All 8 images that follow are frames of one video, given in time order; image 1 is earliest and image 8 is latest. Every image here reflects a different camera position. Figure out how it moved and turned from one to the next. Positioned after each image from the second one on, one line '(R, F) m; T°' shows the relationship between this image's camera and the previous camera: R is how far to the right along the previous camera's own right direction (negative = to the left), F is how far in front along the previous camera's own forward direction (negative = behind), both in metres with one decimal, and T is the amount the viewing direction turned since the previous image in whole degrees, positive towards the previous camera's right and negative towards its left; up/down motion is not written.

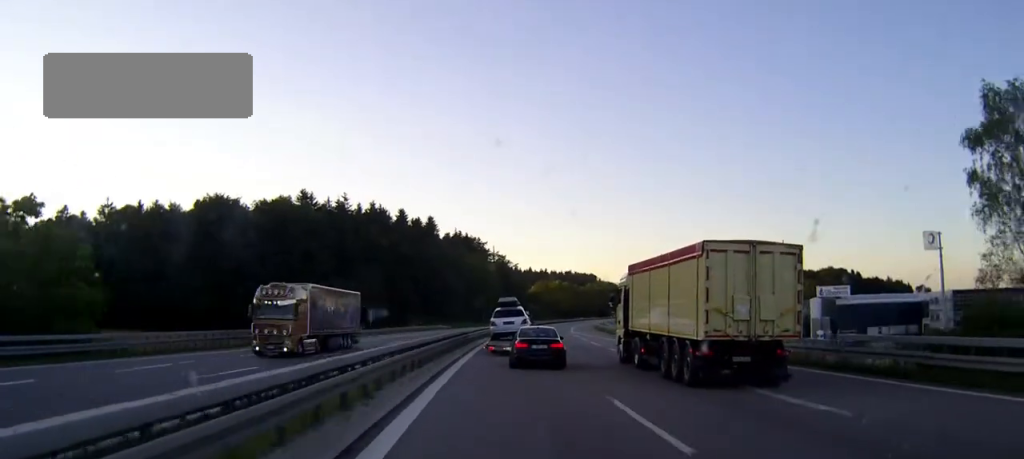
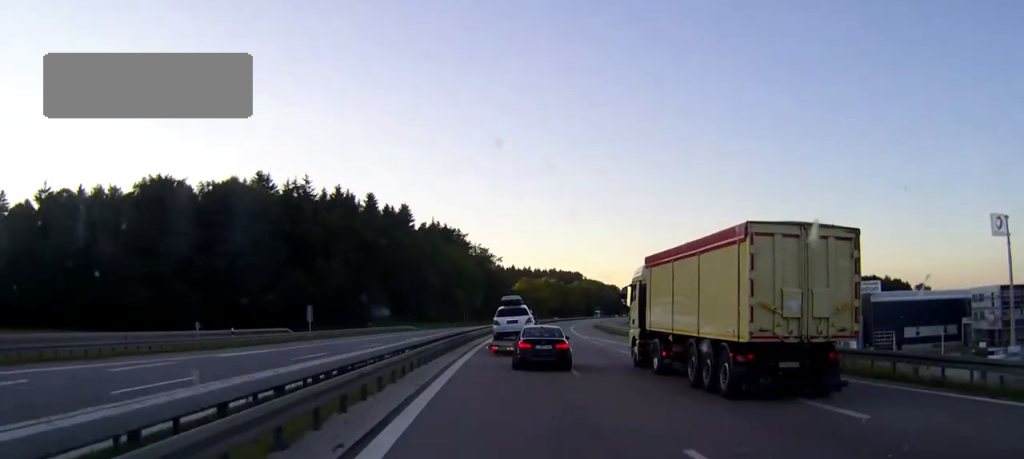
(+0.3, +24.2) m; +1°
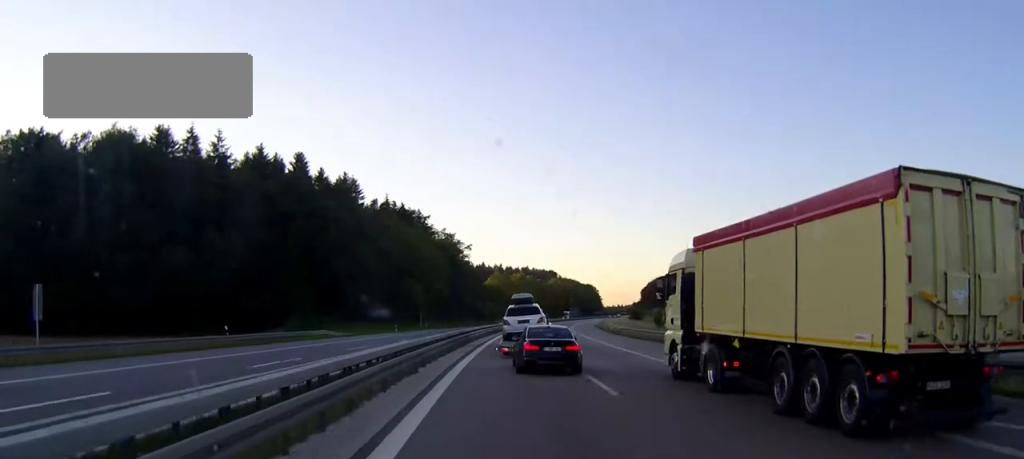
(+1.0, +42.0) m; +2°
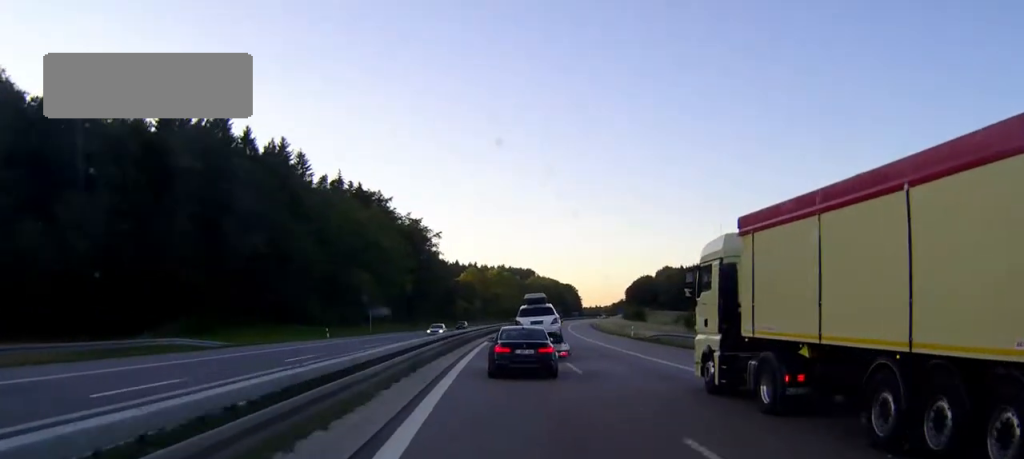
(+0.5, +30.5) m; +2°
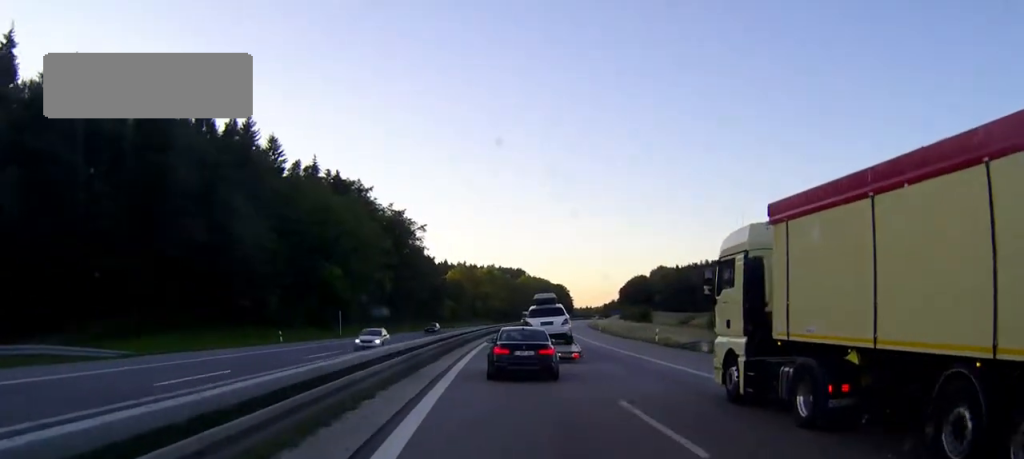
(+0.1, +13.5) m; +1°
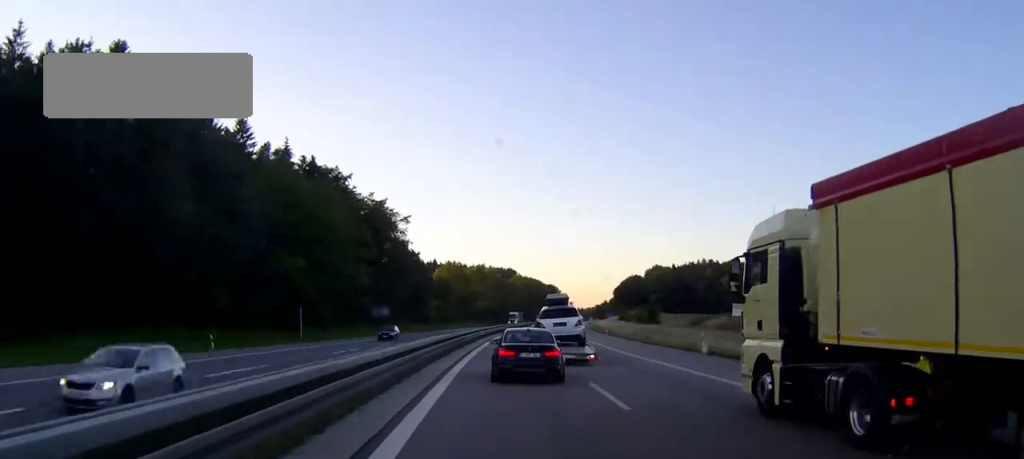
(+0.1, +13.8) m; +1°
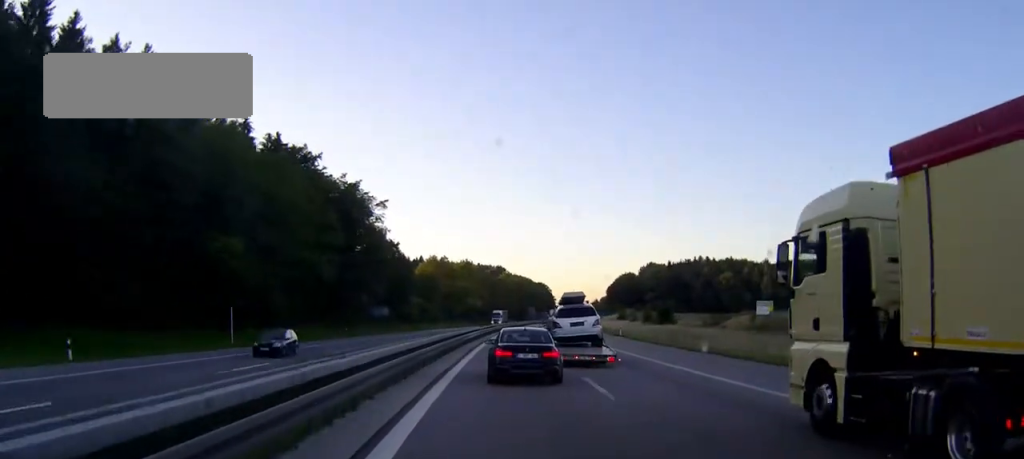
(+0.1, +16.6) m; +1°
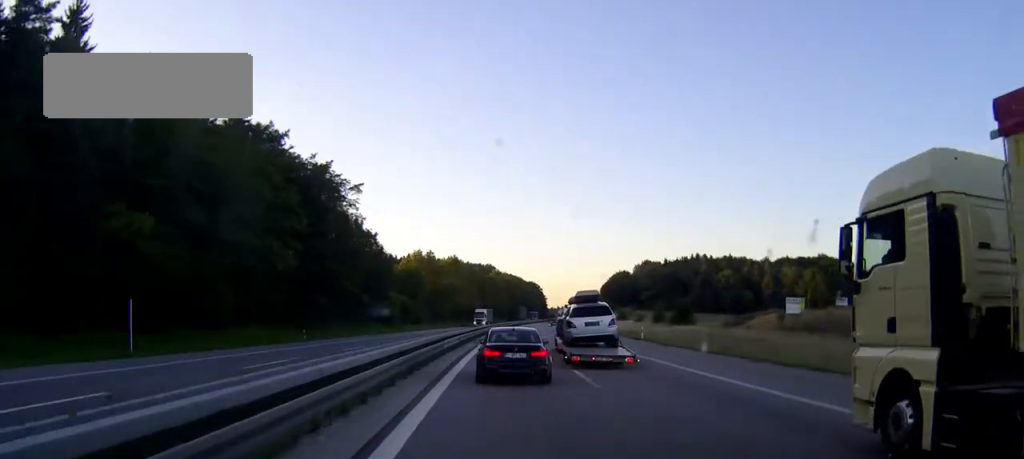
(+0.1, +14.9) m; +1°
